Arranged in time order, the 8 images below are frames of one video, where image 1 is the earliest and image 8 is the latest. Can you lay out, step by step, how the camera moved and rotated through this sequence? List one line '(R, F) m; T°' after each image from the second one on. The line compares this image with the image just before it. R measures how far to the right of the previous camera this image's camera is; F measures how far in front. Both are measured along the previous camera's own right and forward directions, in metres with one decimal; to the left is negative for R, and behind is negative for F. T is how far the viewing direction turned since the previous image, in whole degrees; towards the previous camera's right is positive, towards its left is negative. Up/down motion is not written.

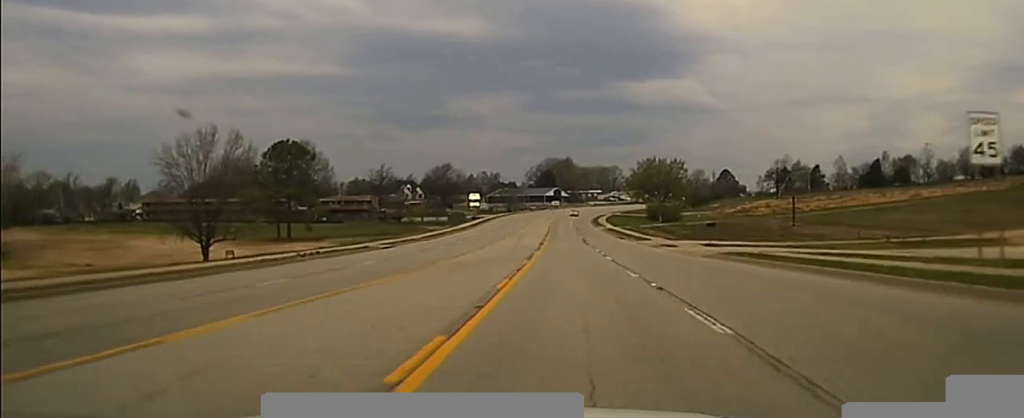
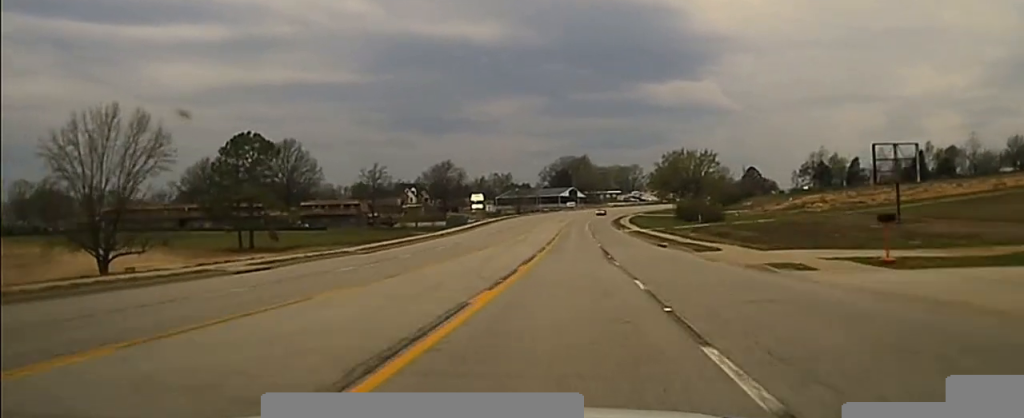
(-0.5, +20.6) m; -2°
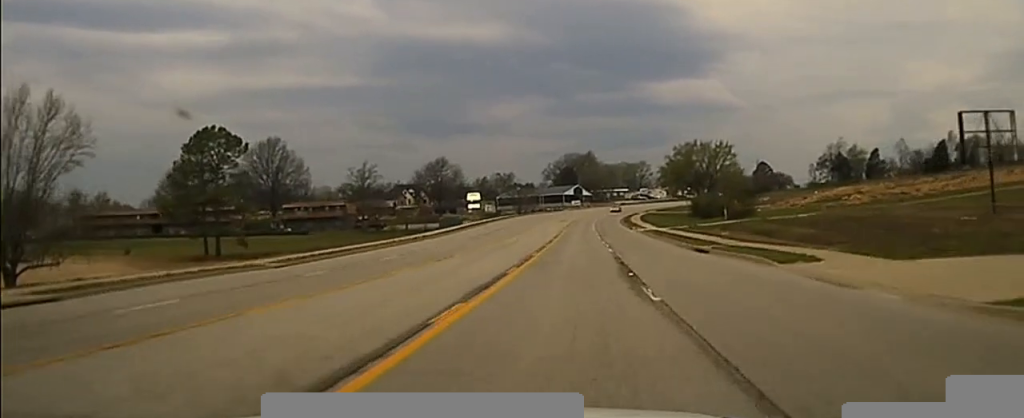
(-0.1, +10.5) m; 0°
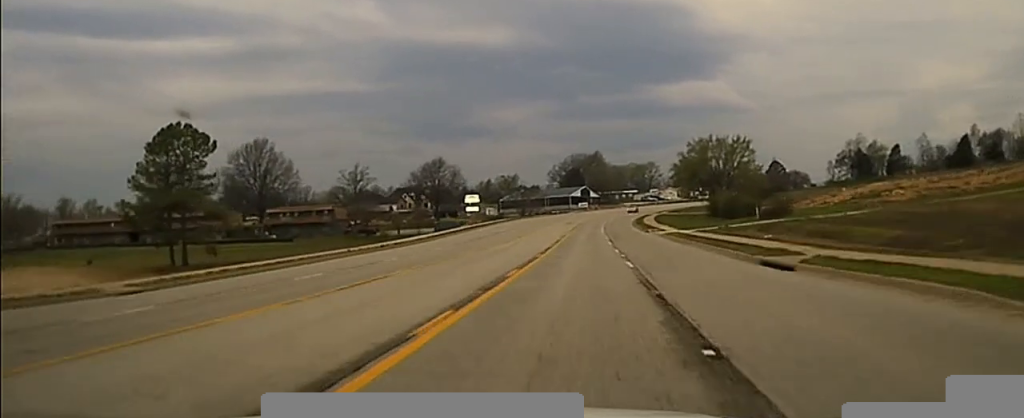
(0.0, +10.1) m; 0°
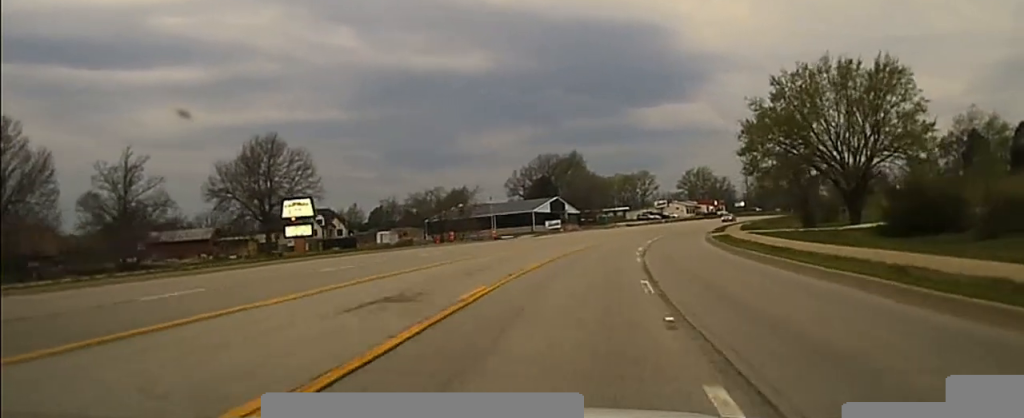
(+3.9, +80.5) m; +8°
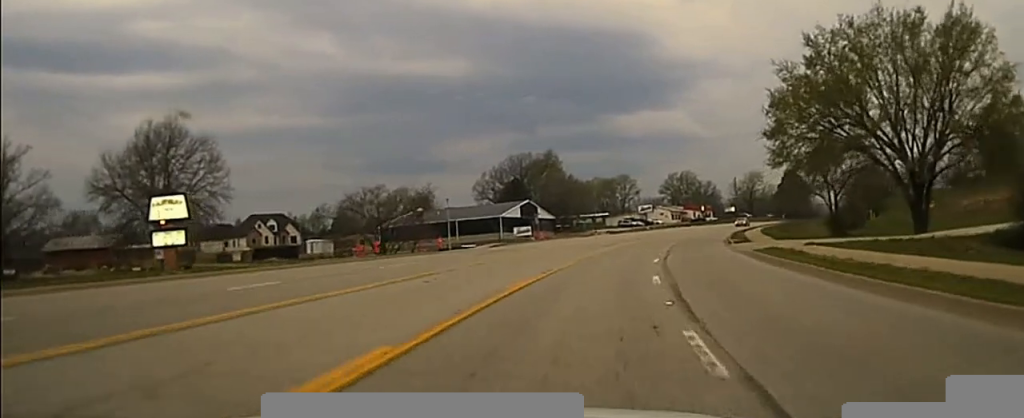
(+0.2, +18.8) m; 0°
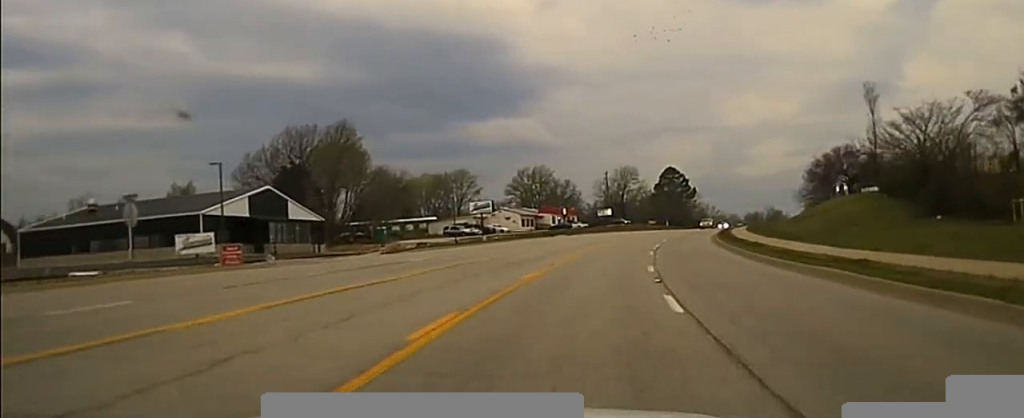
(+0.2, +65.4) m; 0°
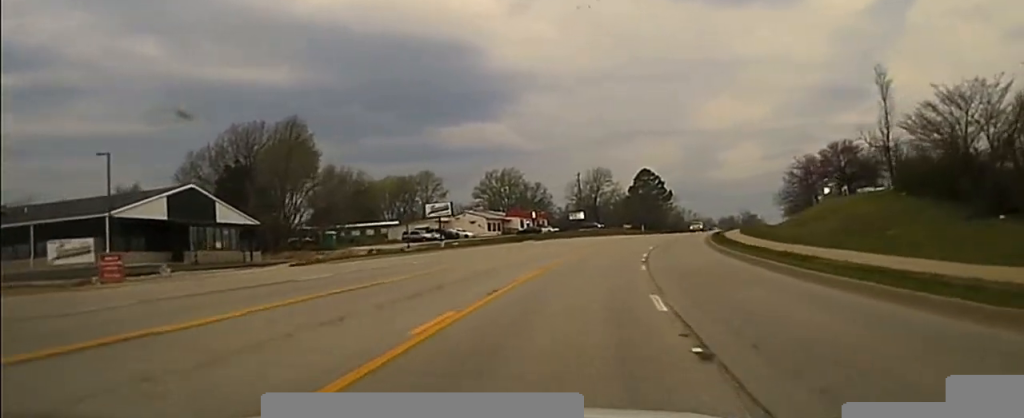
(0.0, +13.2) m; 0°
